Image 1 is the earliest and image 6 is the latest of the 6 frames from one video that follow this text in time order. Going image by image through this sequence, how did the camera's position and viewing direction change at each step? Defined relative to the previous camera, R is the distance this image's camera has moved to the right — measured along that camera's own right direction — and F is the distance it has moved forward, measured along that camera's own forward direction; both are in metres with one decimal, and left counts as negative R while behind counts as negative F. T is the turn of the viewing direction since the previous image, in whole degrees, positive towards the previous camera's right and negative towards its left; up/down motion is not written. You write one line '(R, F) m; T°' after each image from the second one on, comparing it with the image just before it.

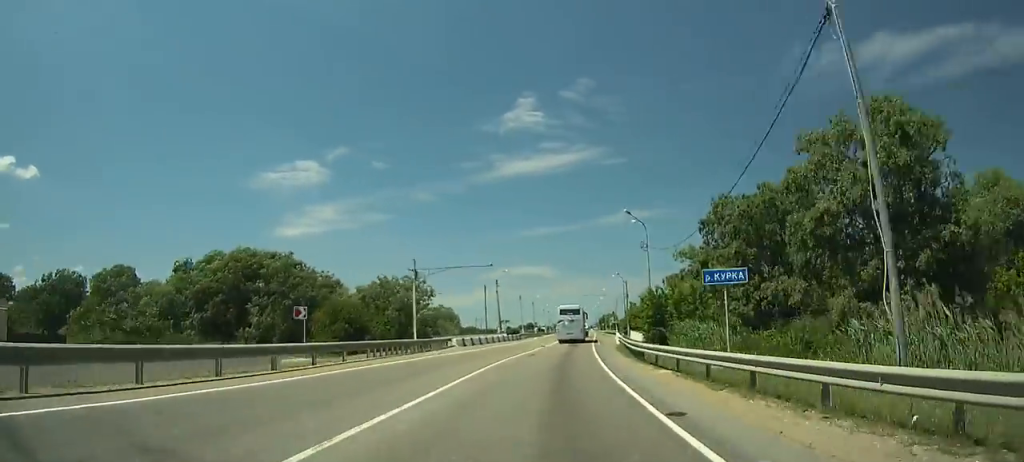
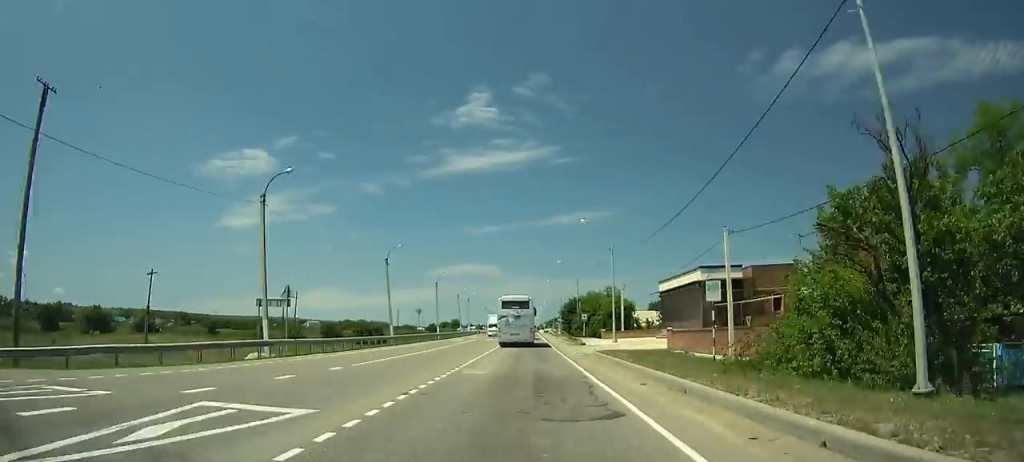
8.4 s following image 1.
(+13.4, +156.5) m; +5°
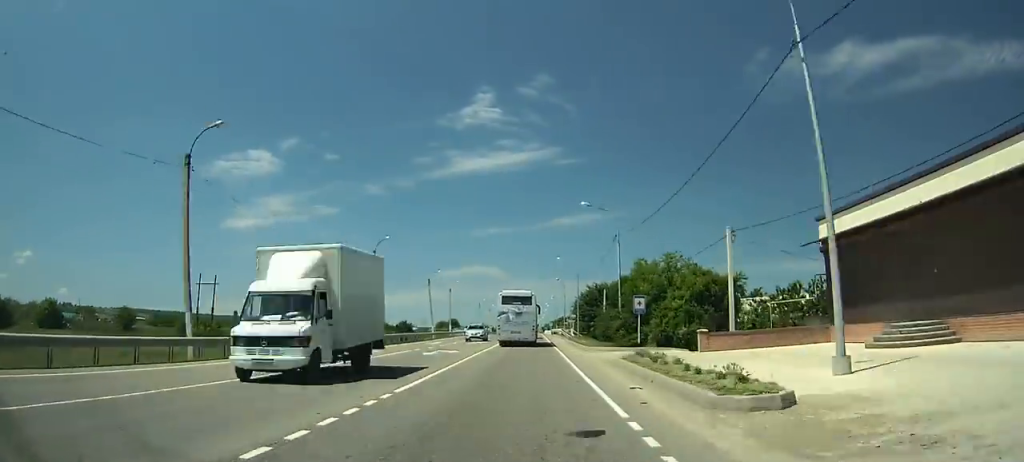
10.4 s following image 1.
(-0.2, +35.4) m; 0°
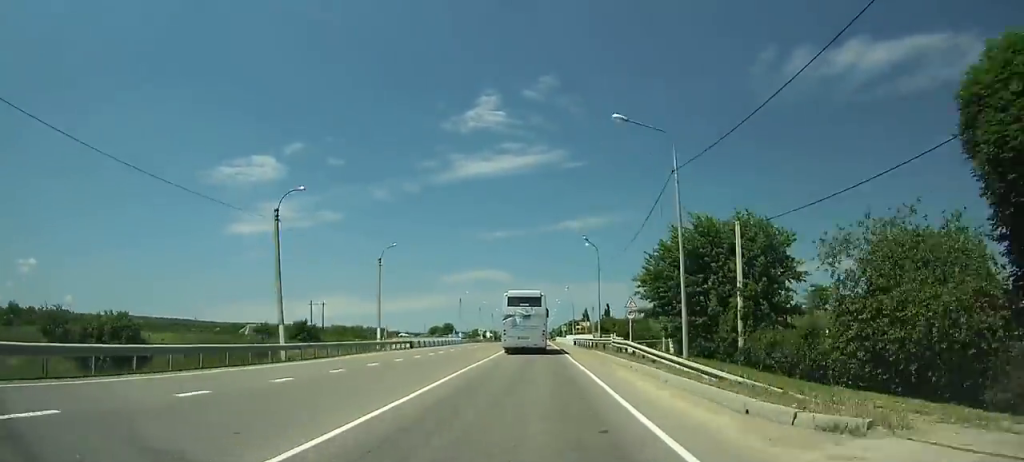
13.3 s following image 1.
(-0.3, +50.0) m; 0°
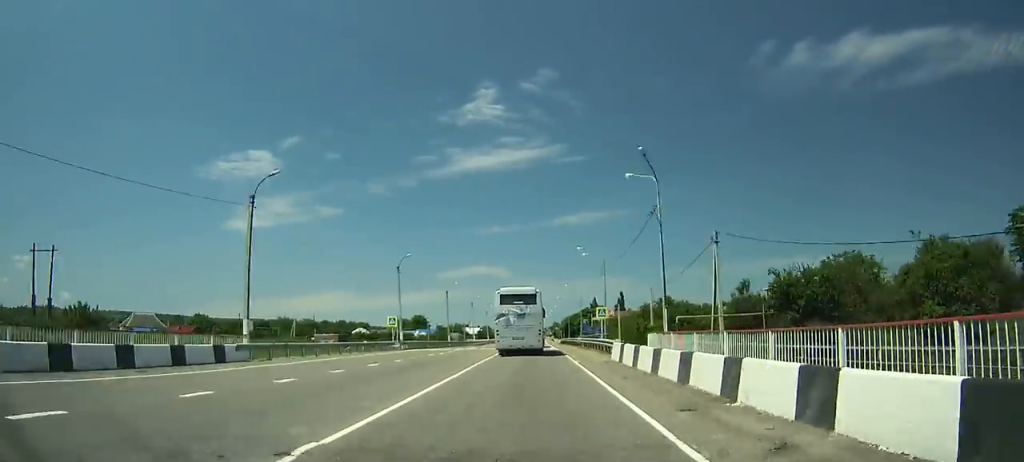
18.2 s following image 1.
(-0.1, +80.6) m; 0°
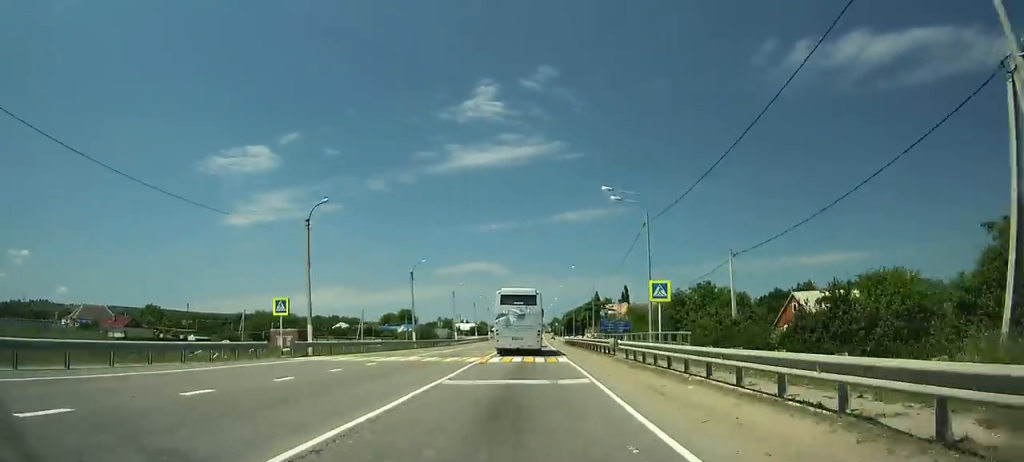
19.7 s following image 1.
(0.0, +23.8) m; 0°
